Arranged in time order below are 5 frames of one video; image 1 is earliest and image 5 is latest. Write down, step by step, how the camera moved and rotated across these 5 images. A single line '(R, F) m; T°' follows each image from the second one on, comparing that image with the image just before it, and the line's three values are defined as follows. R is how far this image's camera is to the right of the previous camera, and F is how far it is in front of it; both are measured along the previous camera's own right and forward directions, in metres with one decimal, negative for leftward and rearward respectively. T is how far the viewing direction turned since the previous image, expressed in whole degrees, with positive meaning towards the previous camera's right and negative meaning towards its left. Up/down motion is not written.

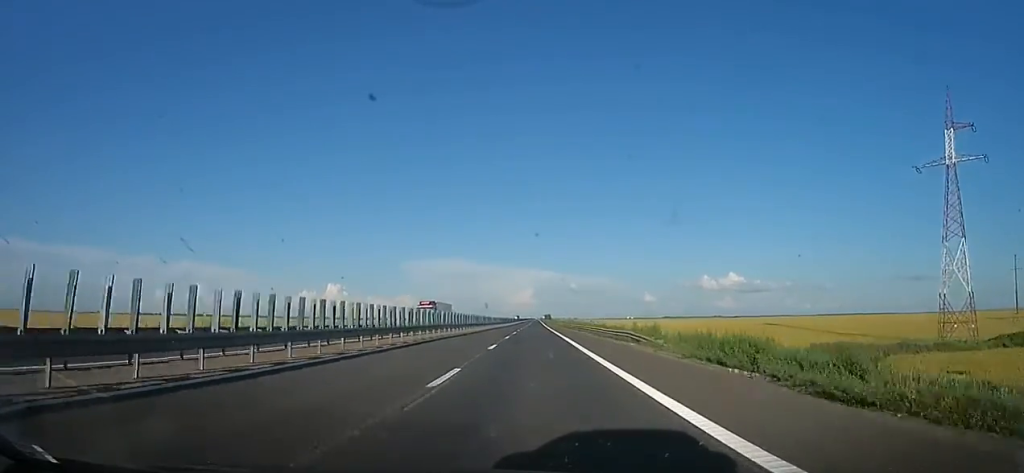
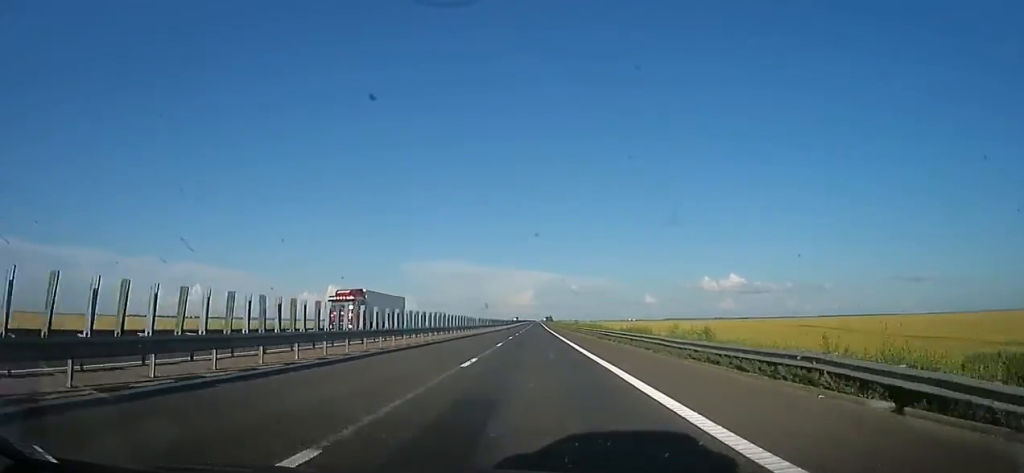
(-0.1, +19.5) m; 0°
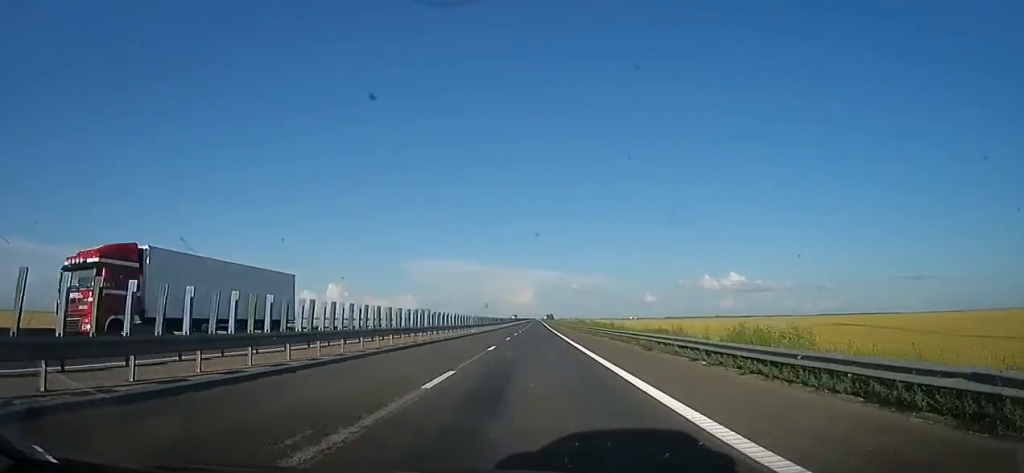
(0.0, +16.6) m; -1°
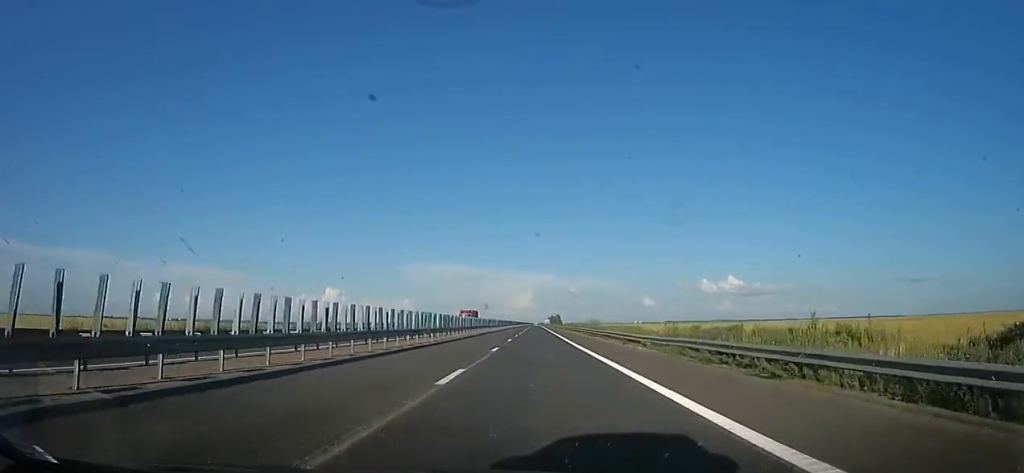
(-0.9, +131.5) m; +1°
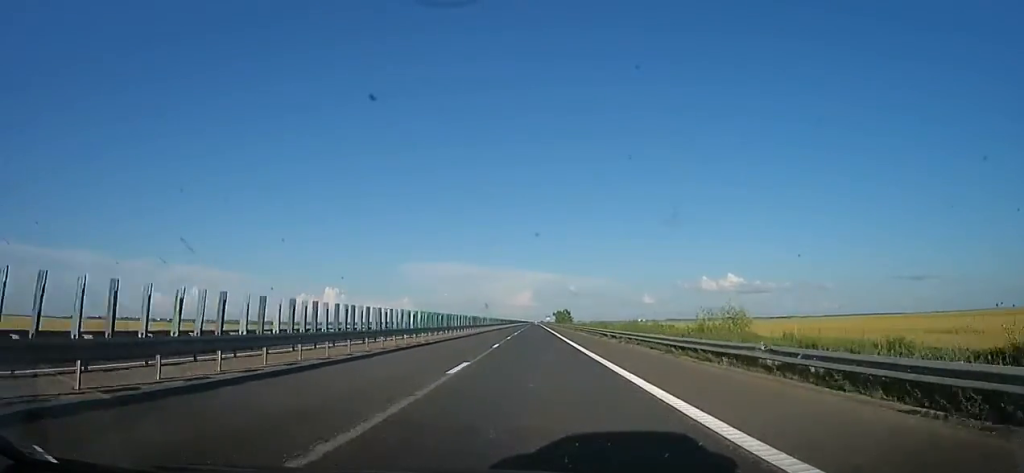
(-2.7, +69.5) m; -2°
